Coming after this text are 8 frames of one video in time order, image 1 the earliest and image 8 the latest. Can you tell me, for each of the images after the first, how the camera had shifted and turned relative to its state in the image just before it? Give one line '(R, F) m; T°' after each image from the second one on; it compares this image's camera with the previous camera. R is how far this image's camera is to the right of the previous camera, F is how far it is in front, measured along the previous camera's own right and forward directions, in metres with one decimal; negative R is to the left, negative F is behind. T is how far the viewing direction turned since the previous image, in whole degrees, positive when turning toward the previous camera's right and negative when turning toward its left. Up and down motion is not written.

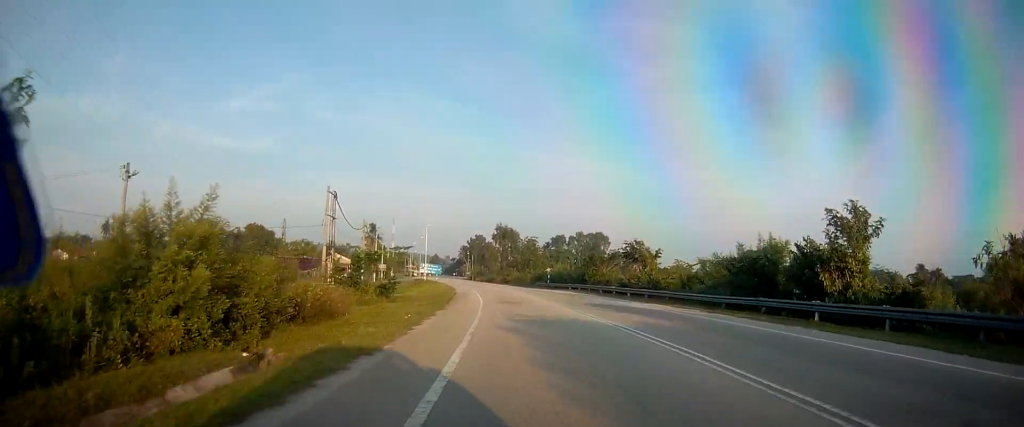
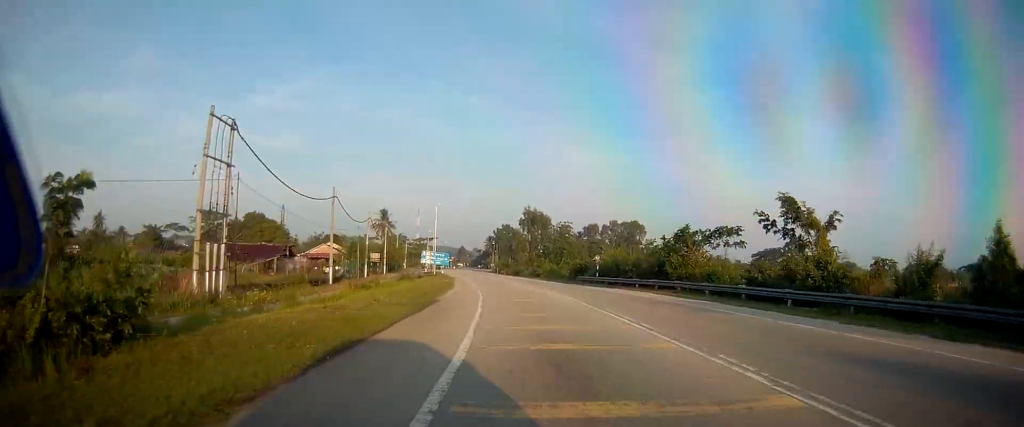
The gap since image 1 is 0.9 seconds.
(-0.7, +21.8) m; -3°
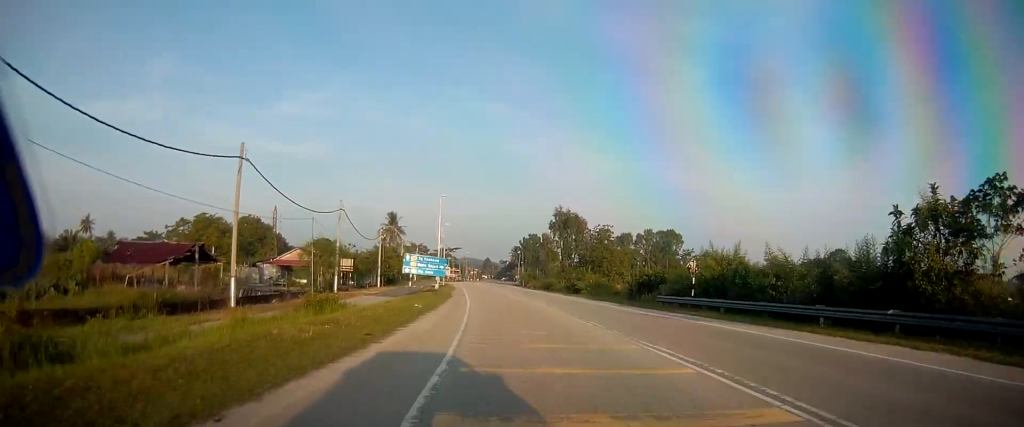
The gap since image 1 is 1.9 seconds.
(-0.7, +22.2) m; -3°
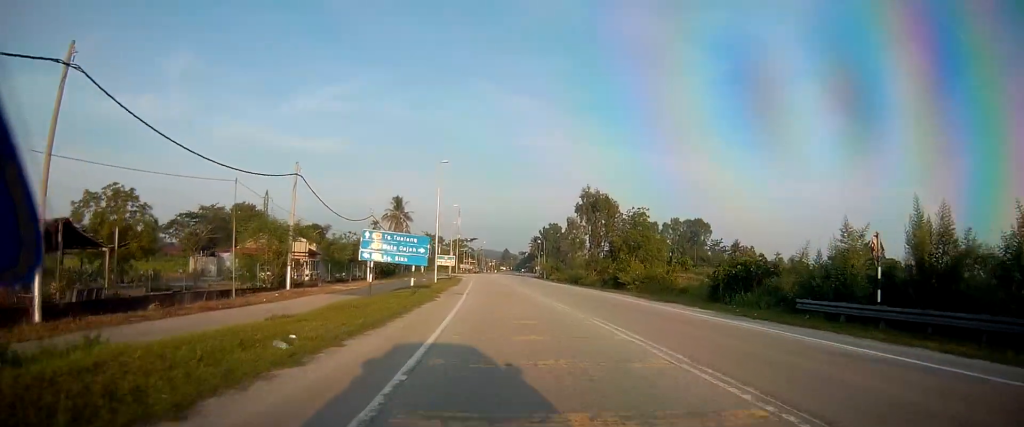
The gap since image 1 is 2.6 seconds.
(-0.2, +15.4) m; -2°
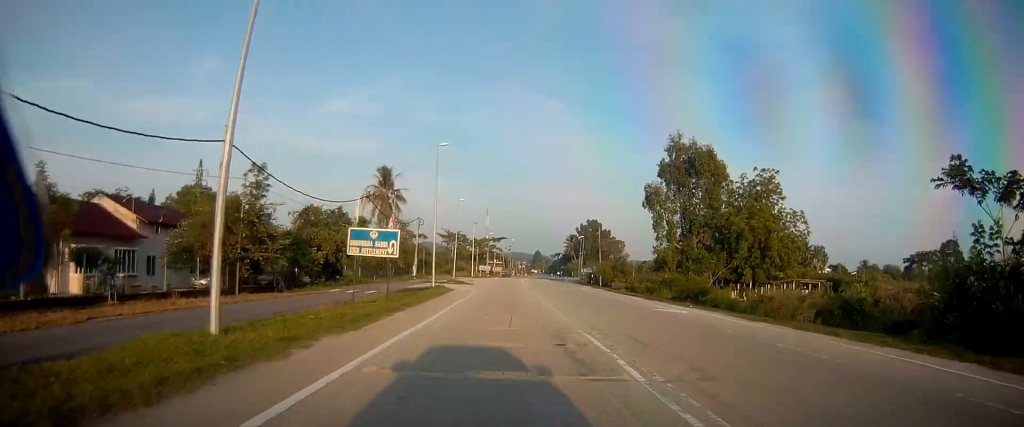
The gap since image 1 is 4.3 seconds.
(-1.4, +39.8) m; -4°
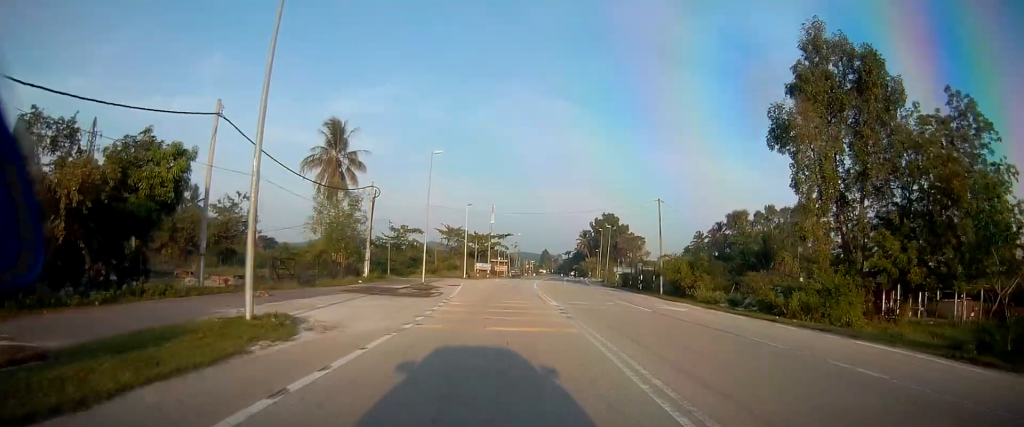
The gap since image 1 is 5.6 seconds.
(-0.3, +28.1) m; -1°
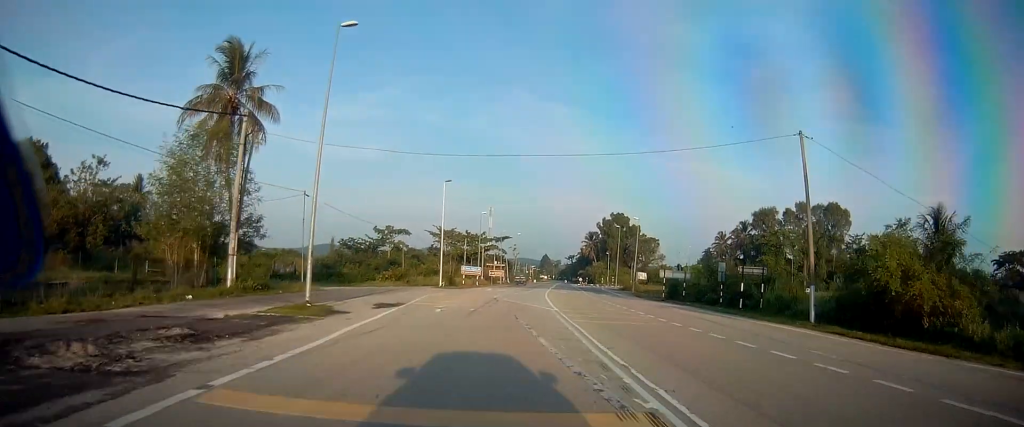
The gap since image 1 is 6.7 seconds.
(-0.1, +24.8) m; 0°
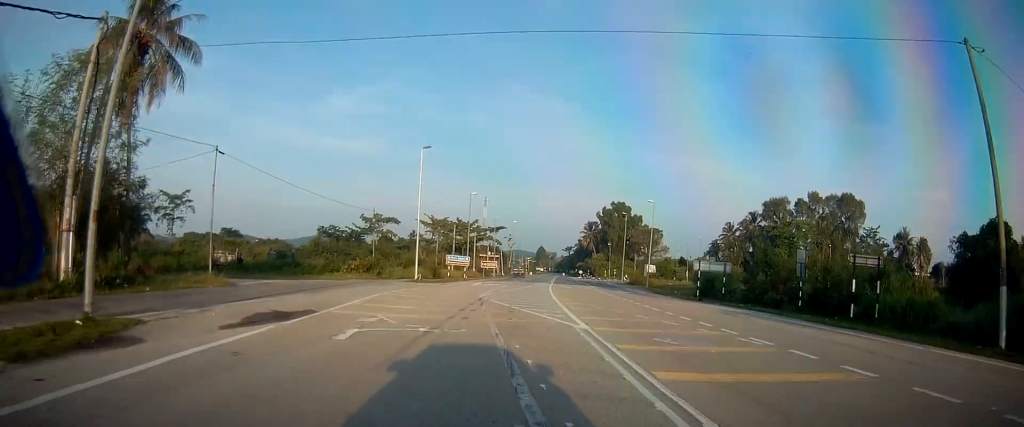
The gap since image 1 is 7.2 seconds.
(0.0, +11.3) m; 0°
